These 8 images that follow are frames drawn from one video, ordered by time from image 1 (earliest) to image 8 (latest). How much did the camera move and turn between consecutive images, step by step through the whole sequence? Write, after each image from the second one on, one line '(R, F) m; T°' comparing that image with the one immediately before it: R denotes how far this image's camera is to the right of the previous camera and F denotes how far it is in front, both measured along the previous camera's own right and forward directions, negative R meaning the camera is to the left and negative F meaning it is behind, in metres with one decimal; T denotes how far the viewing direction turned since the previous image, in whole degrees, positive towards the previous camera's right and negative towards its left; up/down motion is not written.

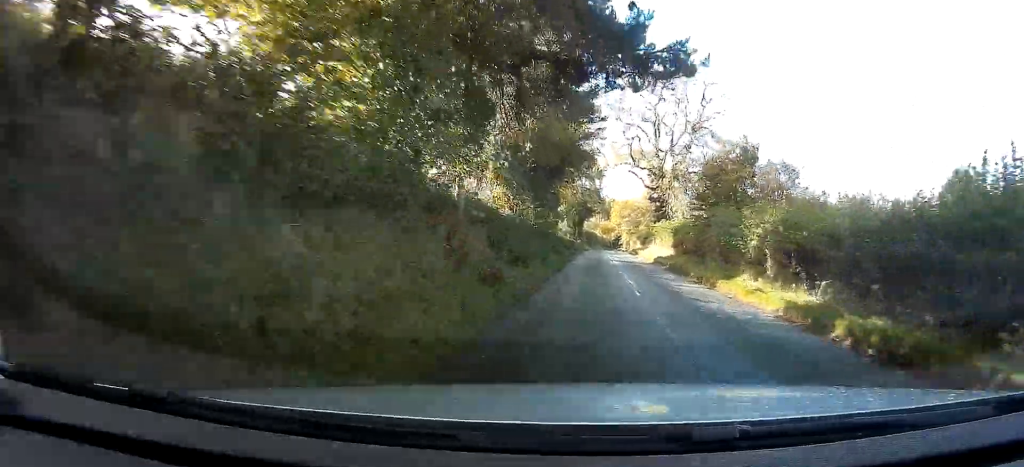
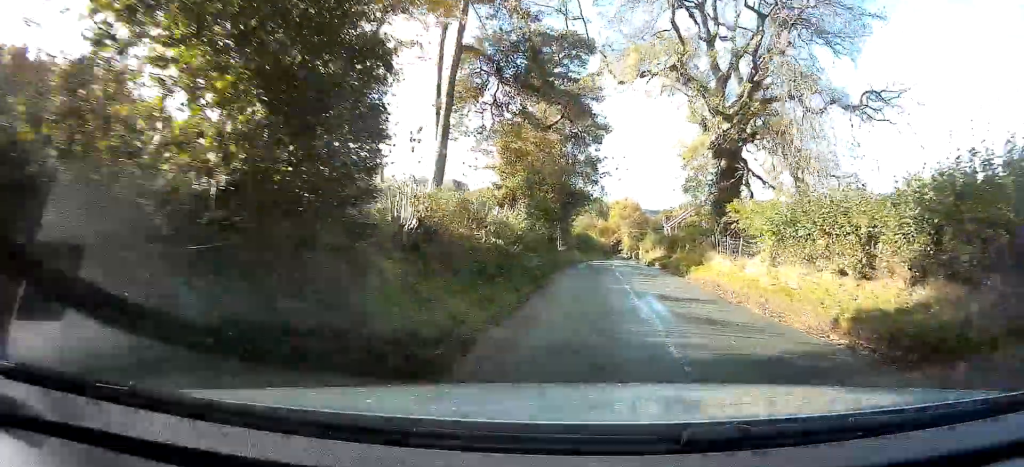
(+0.1, +28.1) m; +1°
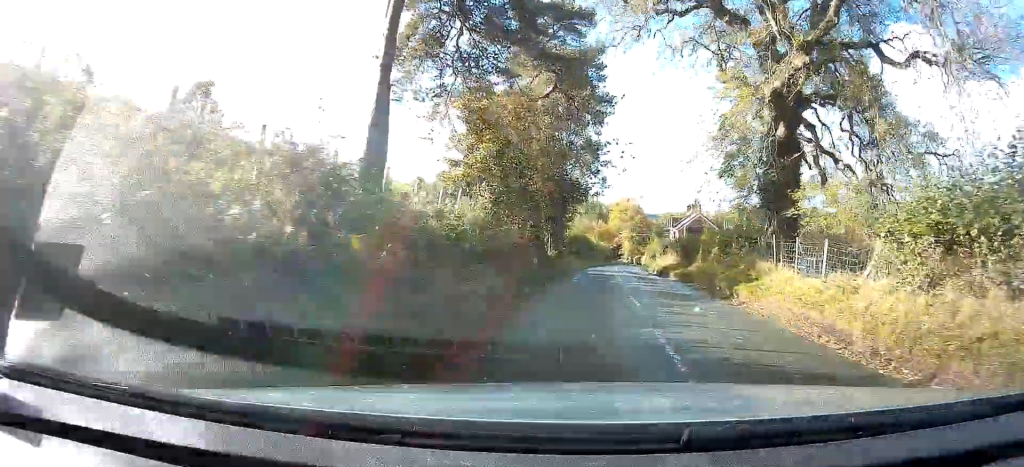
(+0.1, +7.8) m; 0°
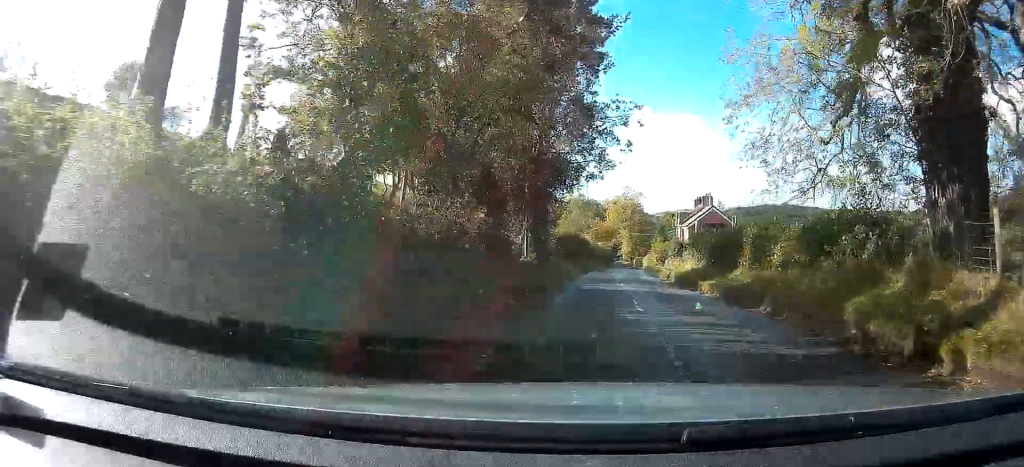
(0.0, +9.9) m; 0°
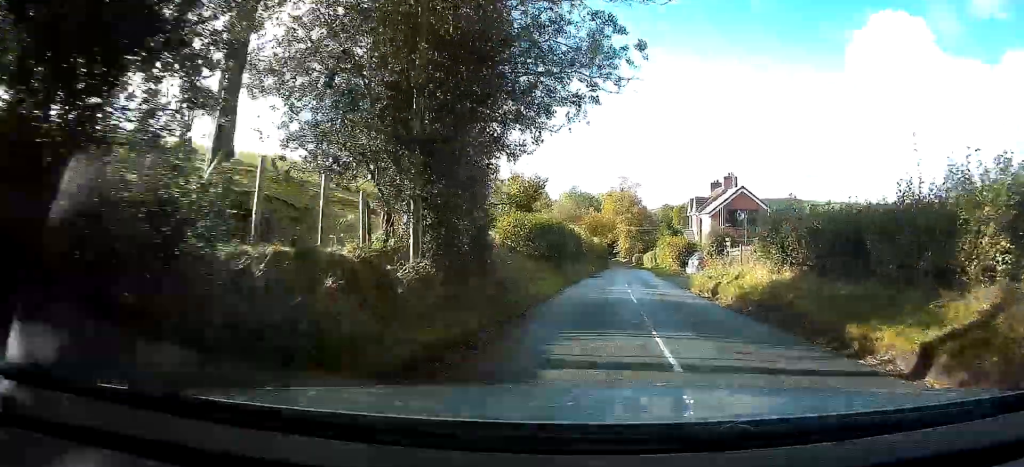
(0.0, +14.0) m; +1°
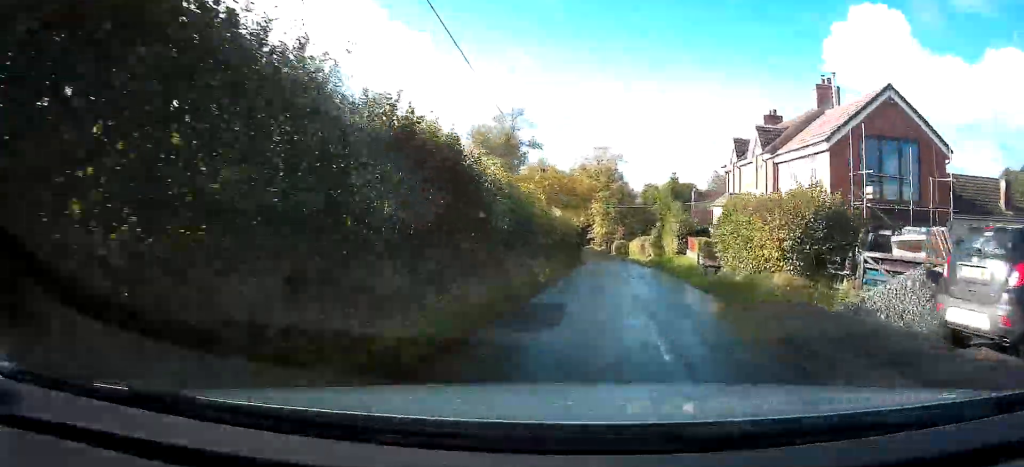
(+0.8, +26.9) m; +3°
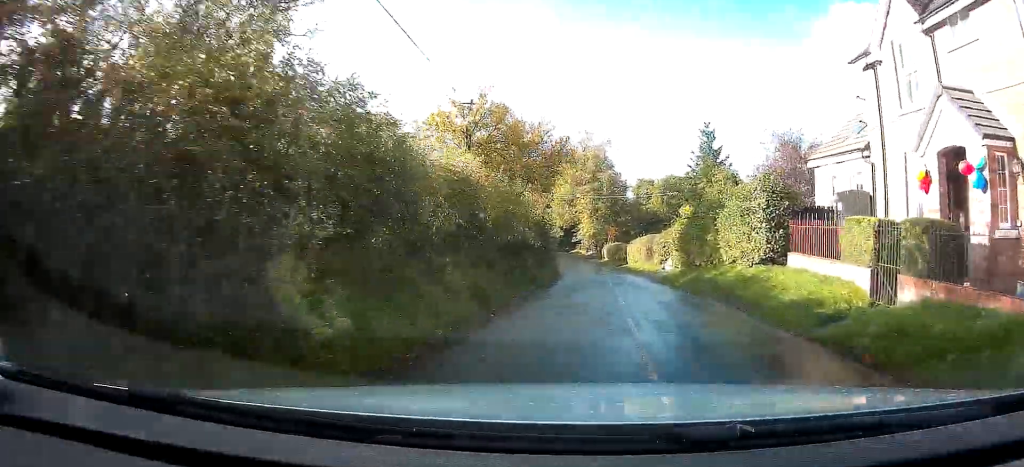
(-0.2, +20.0) m; -1°
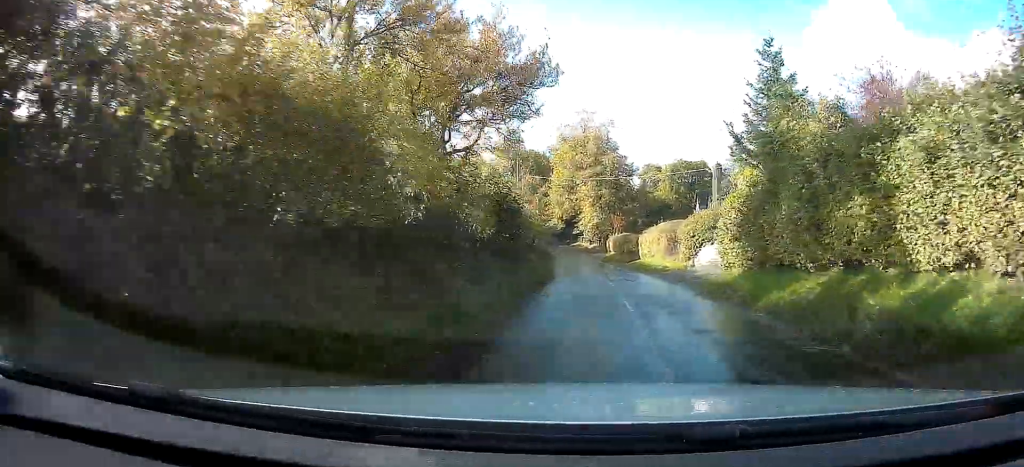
(0.0, +10.9) m; -1°
